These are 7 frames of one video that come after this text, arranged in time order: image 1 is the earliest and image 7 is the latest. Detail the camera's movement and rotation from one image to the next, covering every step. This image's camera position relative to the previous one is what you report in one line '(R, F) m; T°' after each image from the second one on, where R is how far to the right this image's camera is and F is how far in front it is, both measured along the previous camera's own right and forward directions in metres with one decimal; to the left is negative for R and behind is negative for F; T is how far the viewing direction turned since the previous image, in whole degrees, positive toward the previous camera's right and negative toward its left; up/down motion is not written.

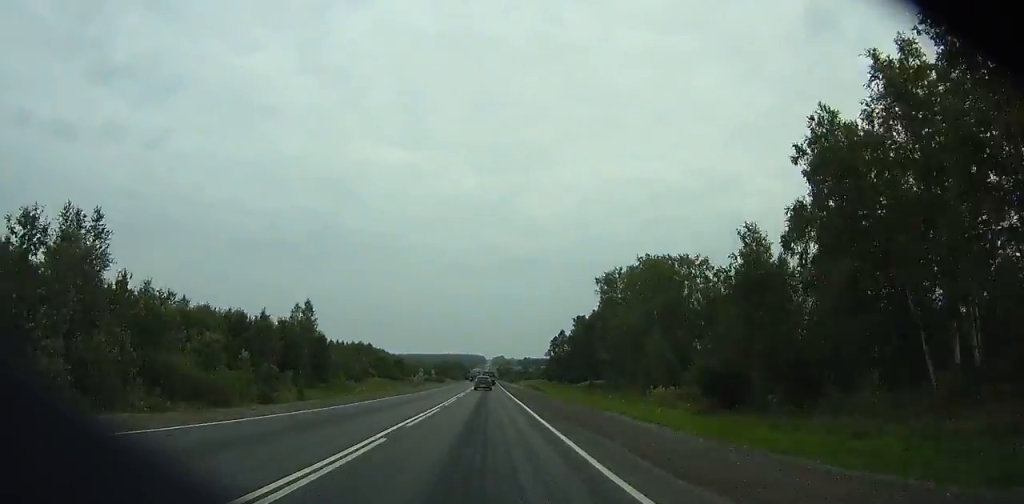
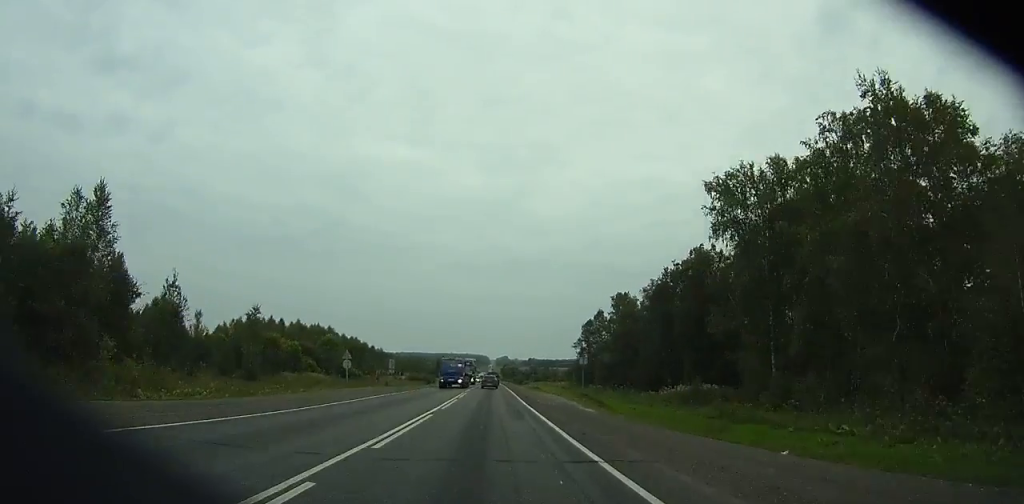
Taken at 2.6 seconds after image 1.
(-0.1, +52.5) m; 0°
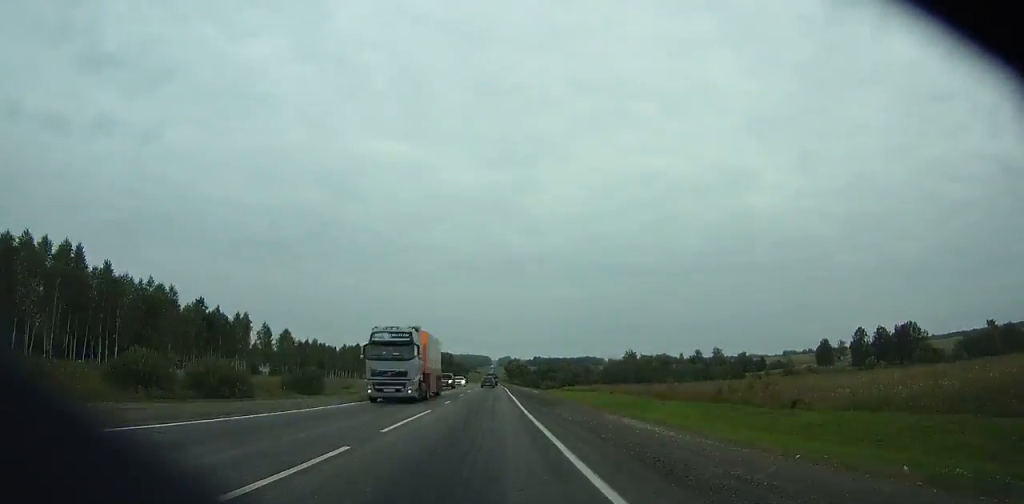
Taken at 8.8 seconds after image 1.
(+0.7, +130.0) m; 0°
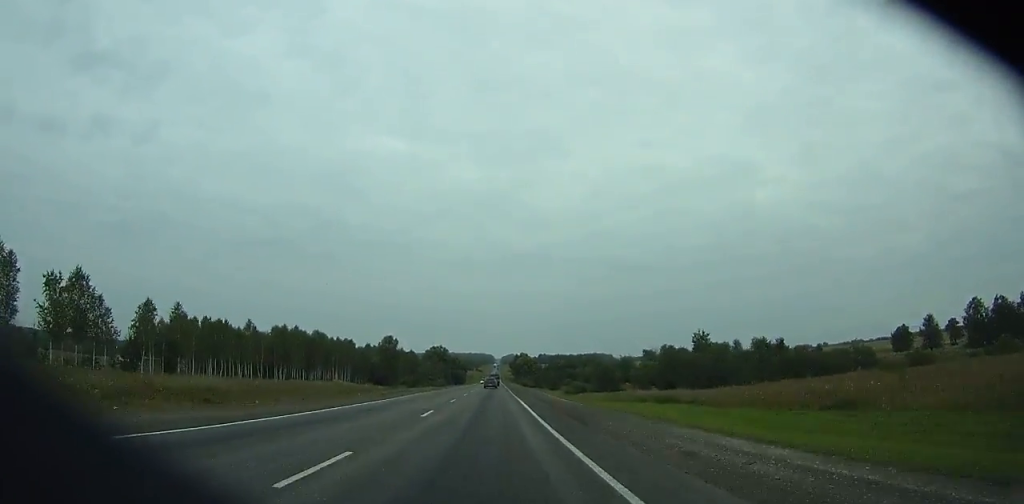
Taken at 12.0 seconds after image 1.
(-0.3, +70.0) m; 0°
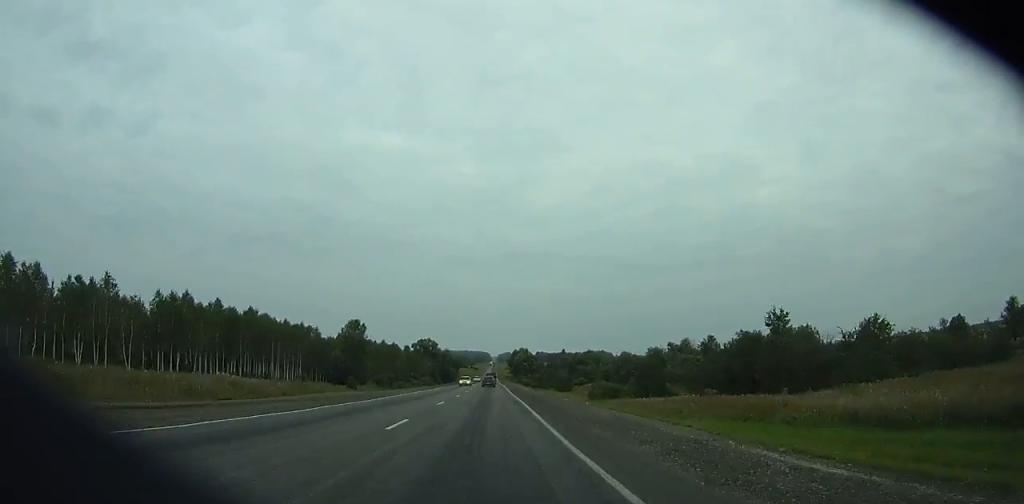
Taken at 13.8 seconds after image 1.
(-0.1, +40.2) m; 0°
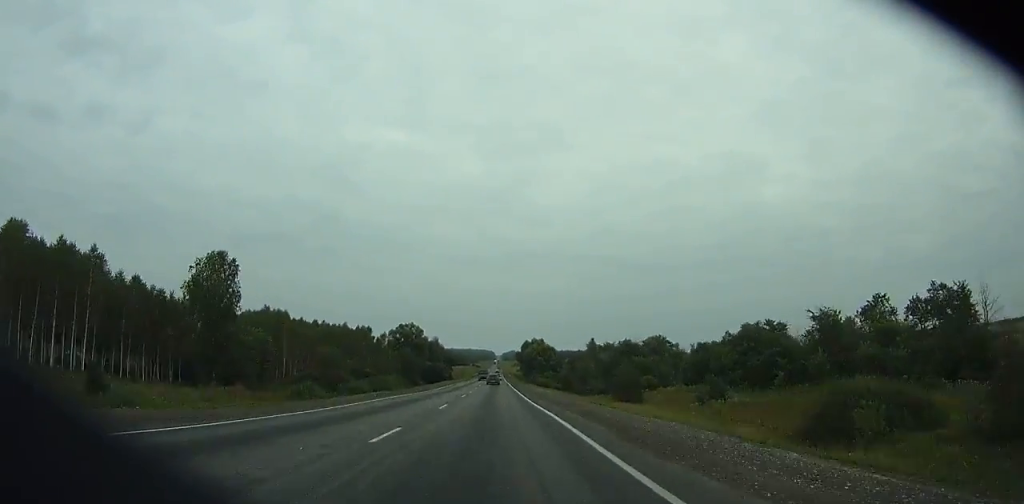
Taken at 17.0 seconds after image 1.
(-0.1, +73.2) m; 0°
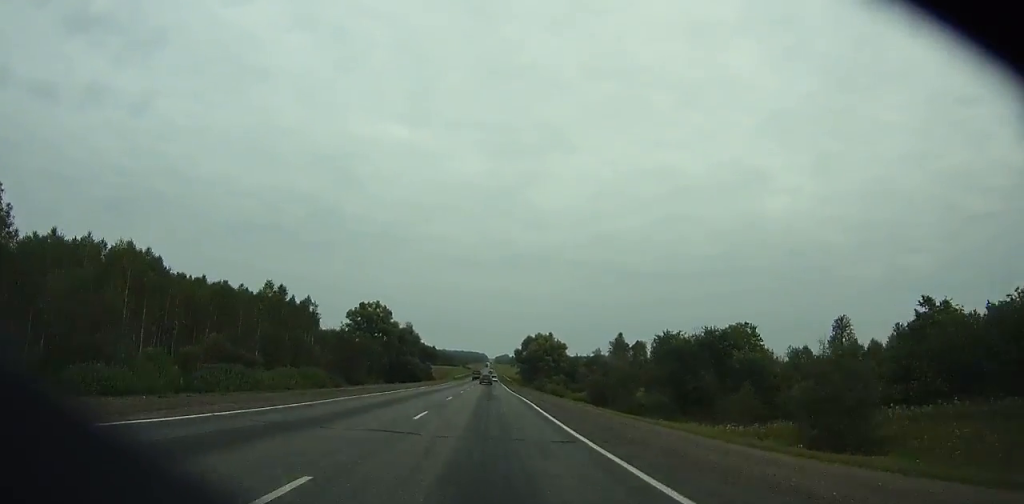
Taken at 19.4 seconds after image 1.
(-0.1, +55.8) m; 0°
